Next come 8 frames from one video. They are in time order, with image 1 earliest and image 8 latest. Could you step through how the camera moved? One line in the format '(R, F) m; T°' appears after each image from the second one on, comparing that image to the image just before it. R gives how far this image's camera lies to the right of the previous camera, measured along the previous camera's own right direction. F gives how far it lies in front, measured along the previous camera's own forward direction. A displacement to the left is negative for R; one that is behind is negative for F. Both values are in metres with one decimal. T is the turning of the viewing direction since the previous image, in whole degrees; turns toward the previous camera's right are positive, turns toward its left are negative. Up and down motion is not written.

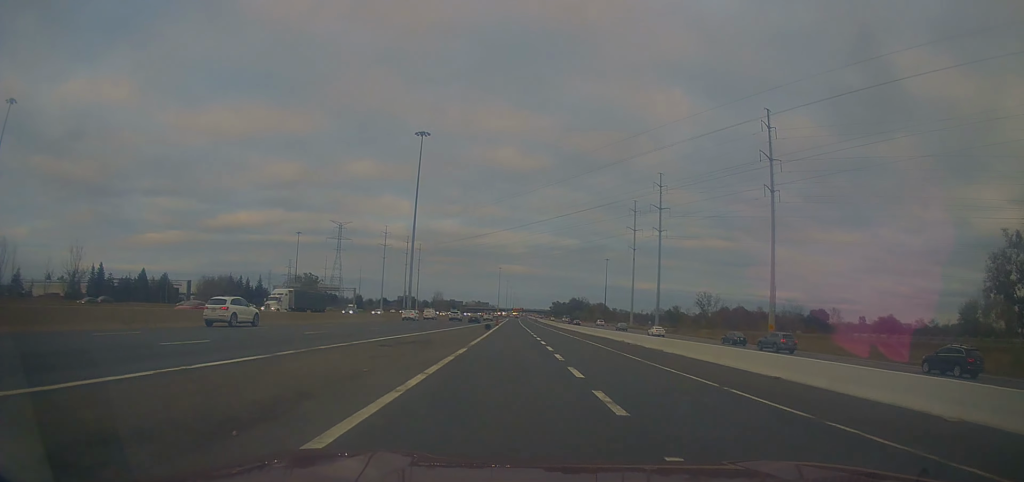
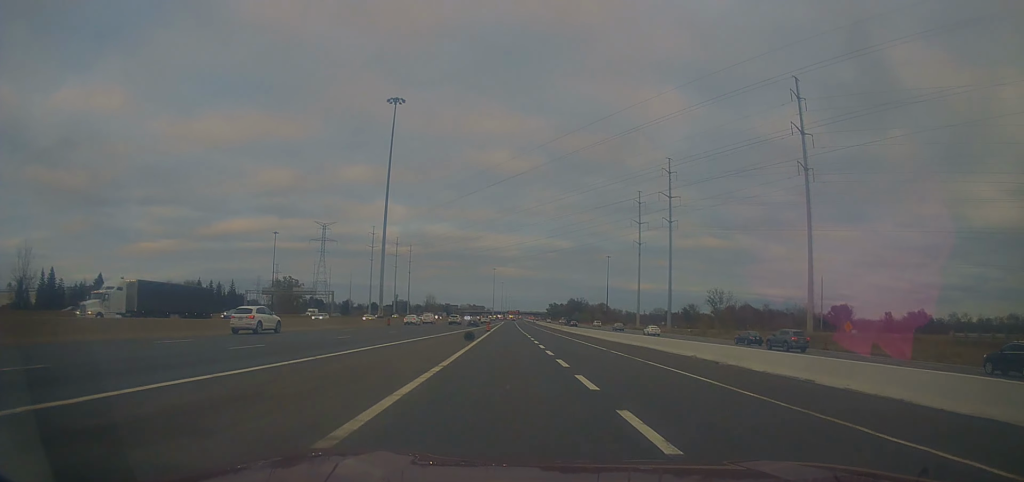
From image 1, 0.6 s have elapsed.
(0.0, +20.4) m; 0°
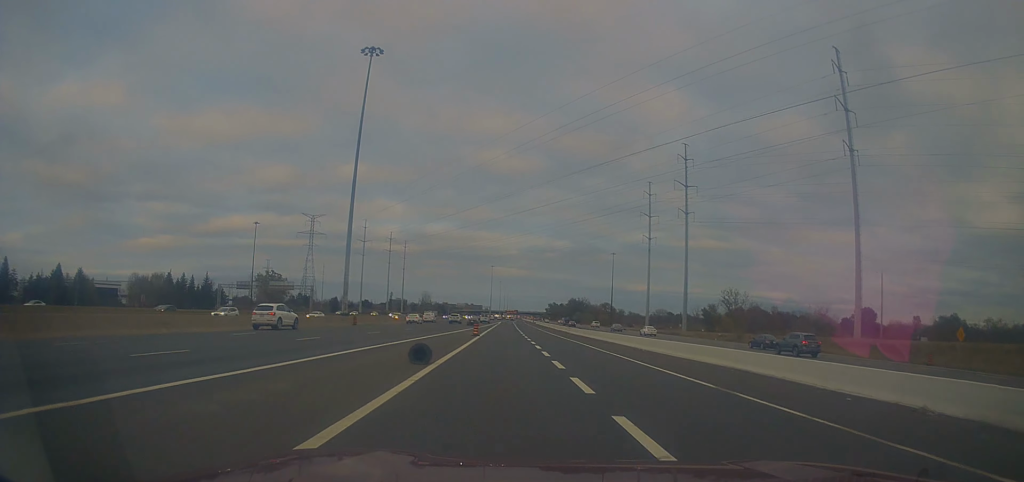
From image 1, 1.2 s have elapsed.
(+0.3, +18.3) m; 0°
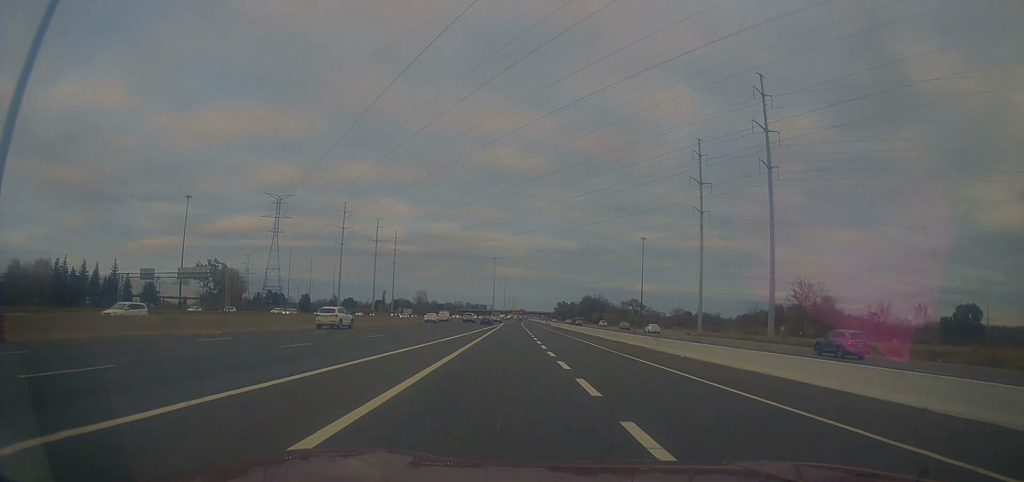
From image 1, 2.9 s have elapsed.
(-0.3, +53.7) m; 0°
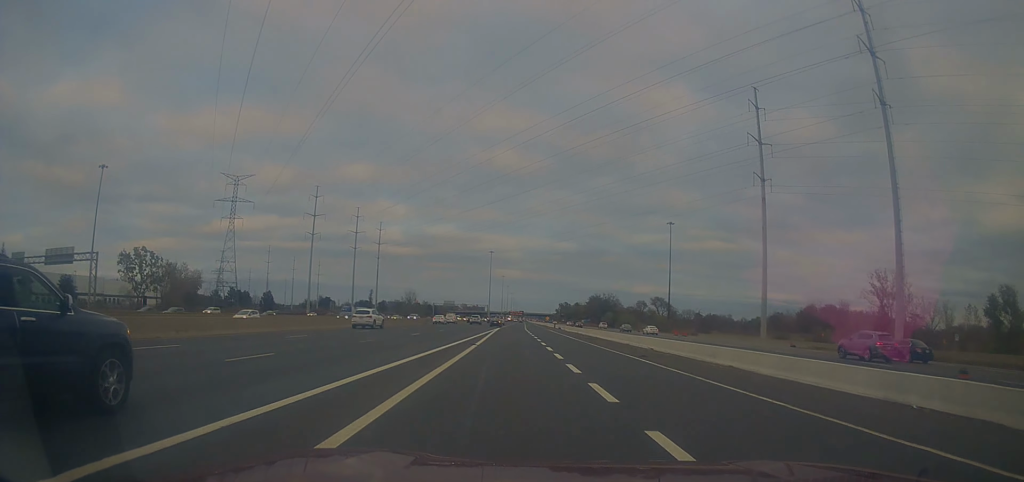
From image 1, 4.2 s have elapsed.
(-0.2, +41.8) m; 0°
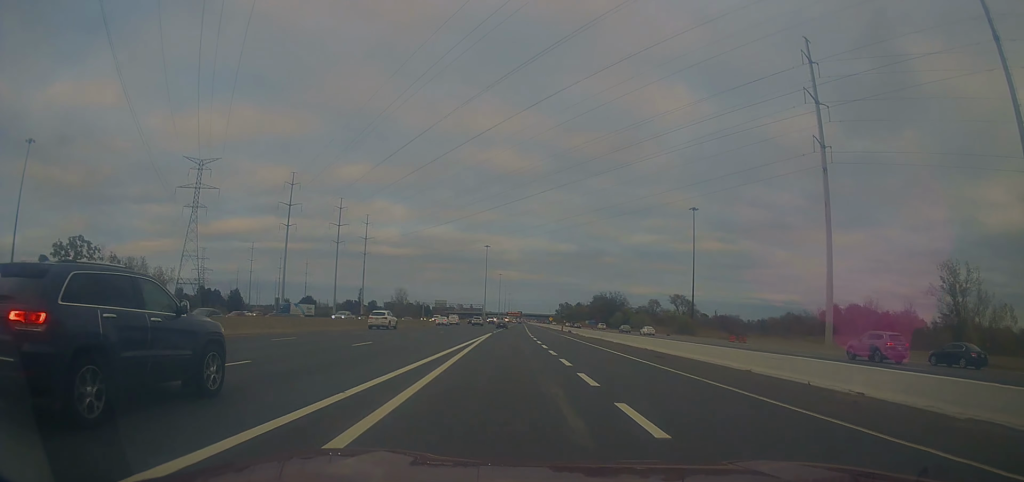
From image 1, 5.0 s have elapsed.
(+0.3, +26.8) m; +1°
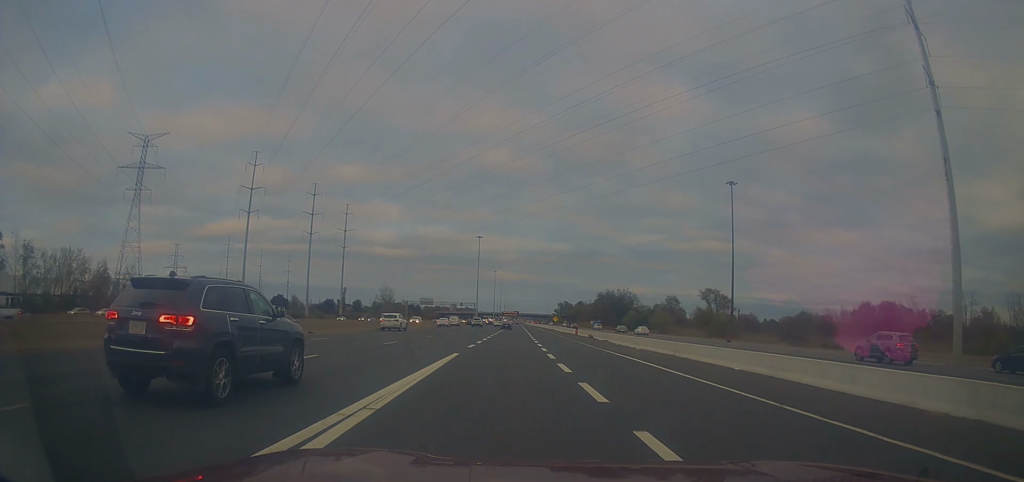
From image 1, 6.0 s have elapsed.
(+0.1, +32.2) m; 0°
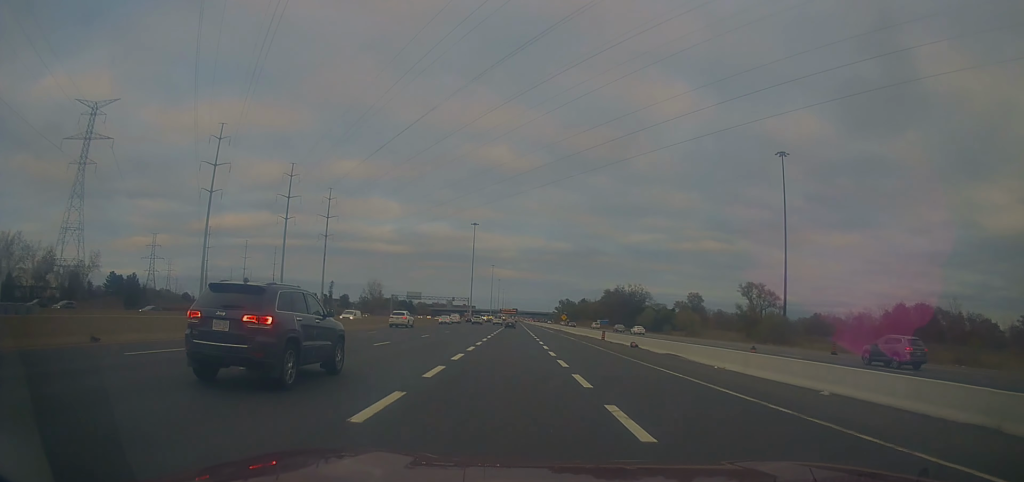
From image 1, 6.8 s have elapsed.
(-0.2, +27.0) m; 0°
